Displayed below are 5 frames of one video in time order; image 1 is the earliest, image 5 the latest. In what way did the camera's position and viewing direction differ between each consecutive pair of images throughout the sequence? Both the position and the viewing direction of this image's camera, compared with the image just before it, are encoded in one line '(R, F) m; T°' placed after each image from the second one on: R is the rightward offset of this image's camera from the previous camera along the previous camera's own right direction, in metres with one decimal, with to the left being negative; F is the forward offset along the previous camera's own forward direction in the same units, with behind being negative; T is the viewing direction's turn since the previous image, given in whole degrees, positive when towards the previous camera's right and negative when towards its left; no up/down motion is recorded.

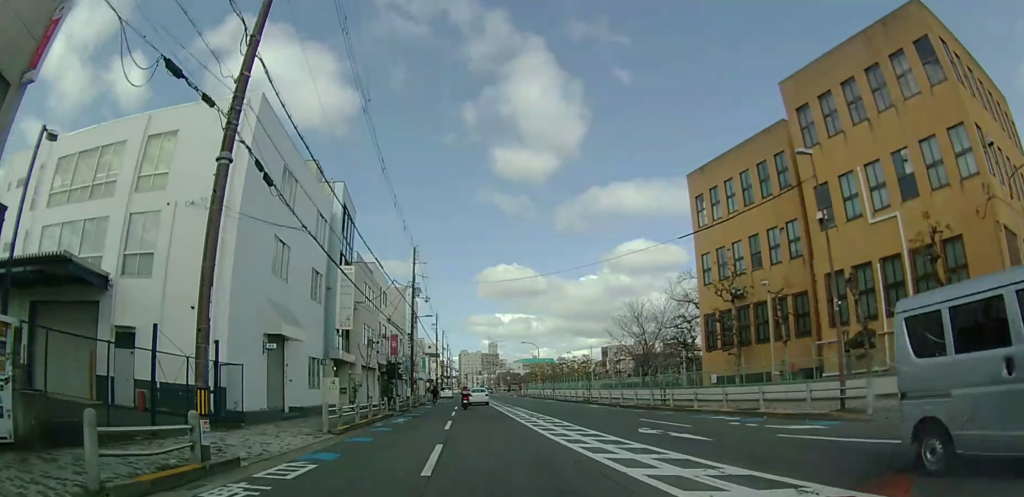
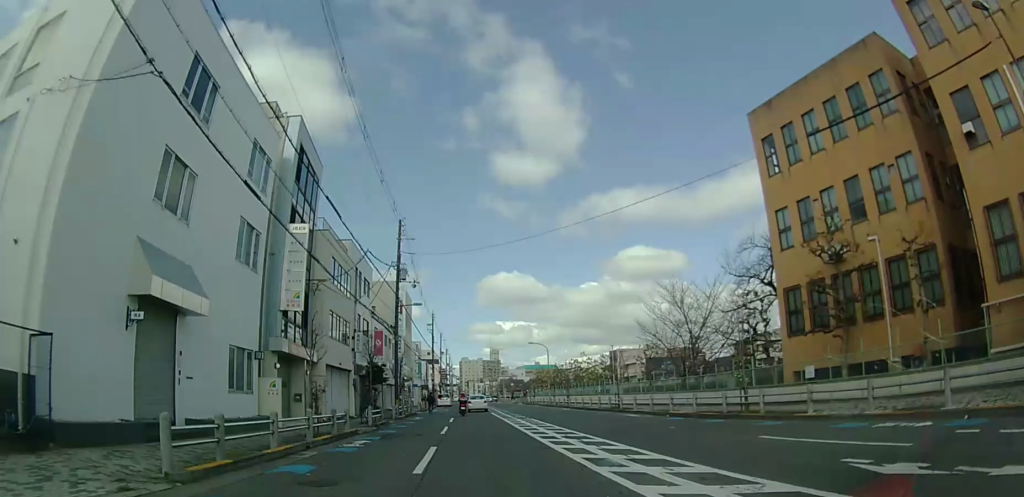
(0.0, +10.8) m; 0°
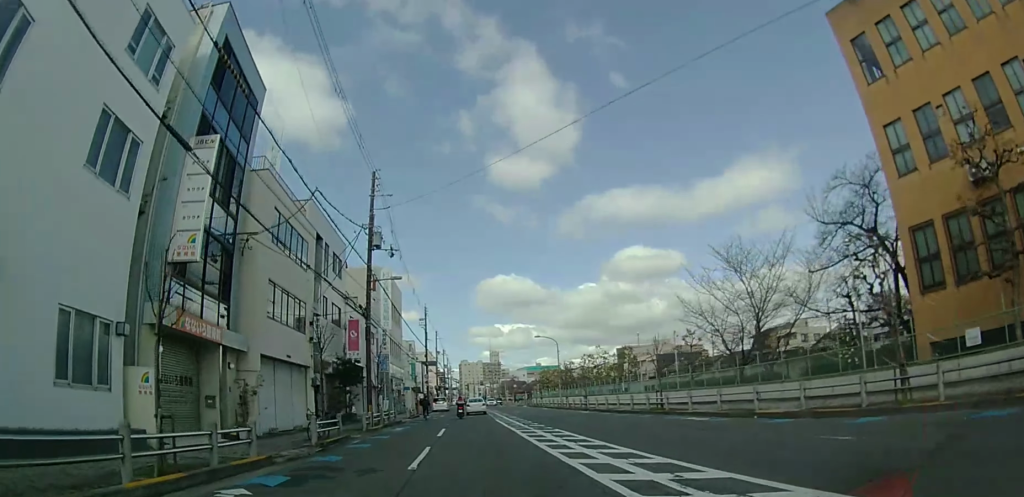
(0.0, +10.0) m; 0°
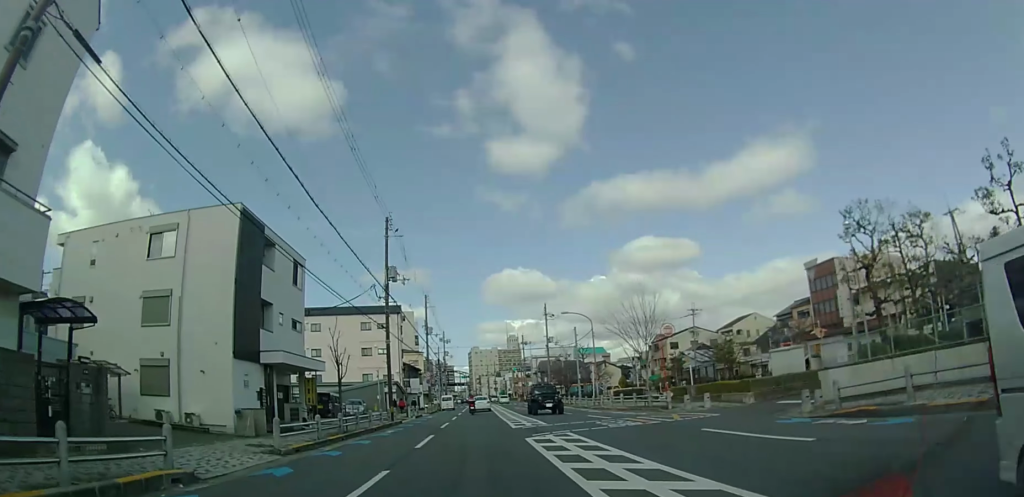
(-0.7, +72.2) m; 0°
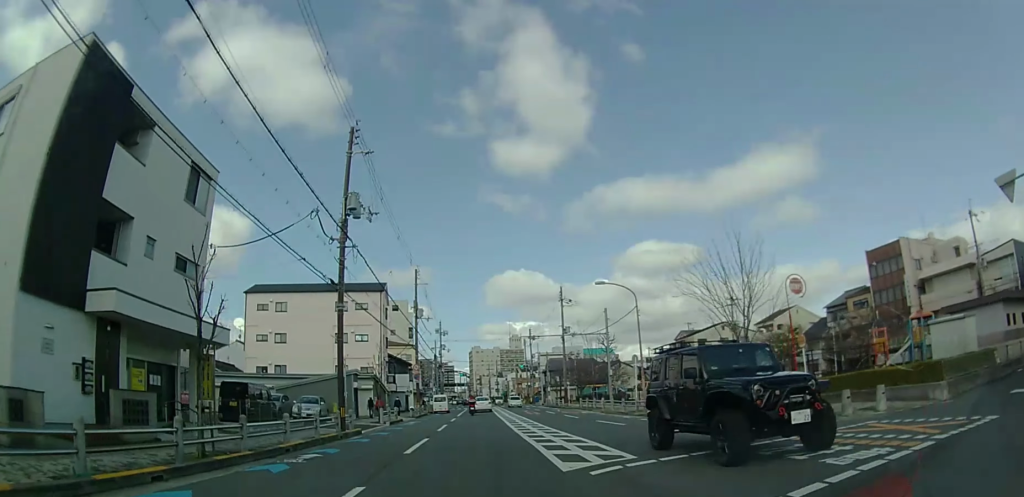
(+0.1, +13.3) m; 0°
